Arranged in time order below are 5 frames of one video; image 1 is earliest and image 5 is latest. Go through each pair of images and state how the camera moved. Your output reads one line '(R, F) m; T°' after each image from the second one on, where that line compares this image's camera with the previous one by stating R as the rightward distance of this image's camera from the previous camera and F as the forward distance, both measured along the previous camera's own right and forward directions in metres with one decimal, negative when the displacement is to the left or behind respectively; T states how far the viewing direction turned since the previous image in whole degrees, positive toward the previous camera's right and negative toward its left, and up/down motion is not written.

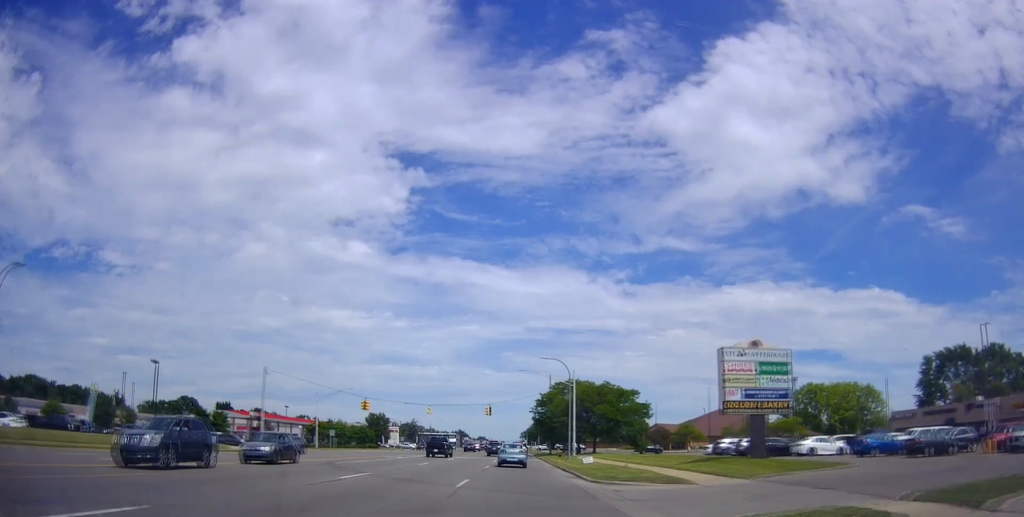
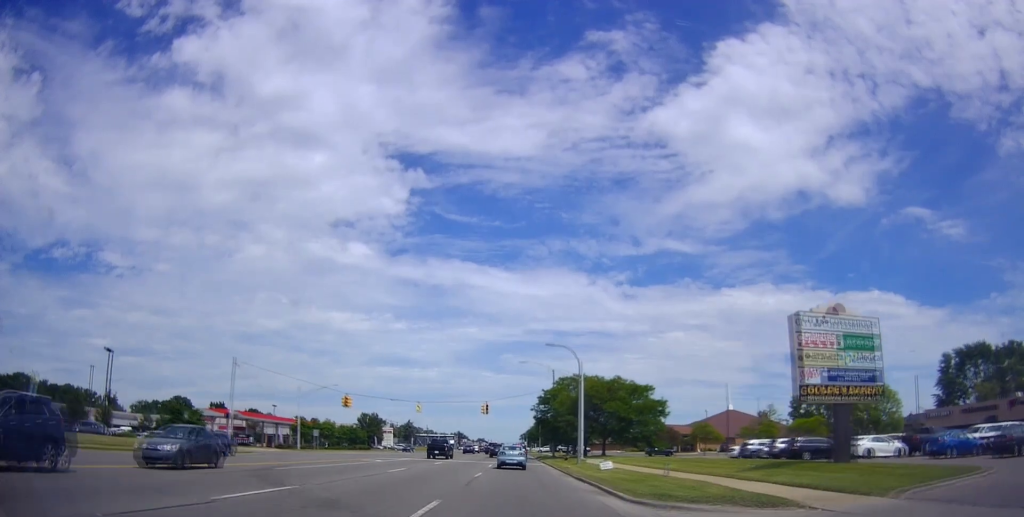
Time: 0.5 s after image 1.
(+0.3, +8.0) m; 0°
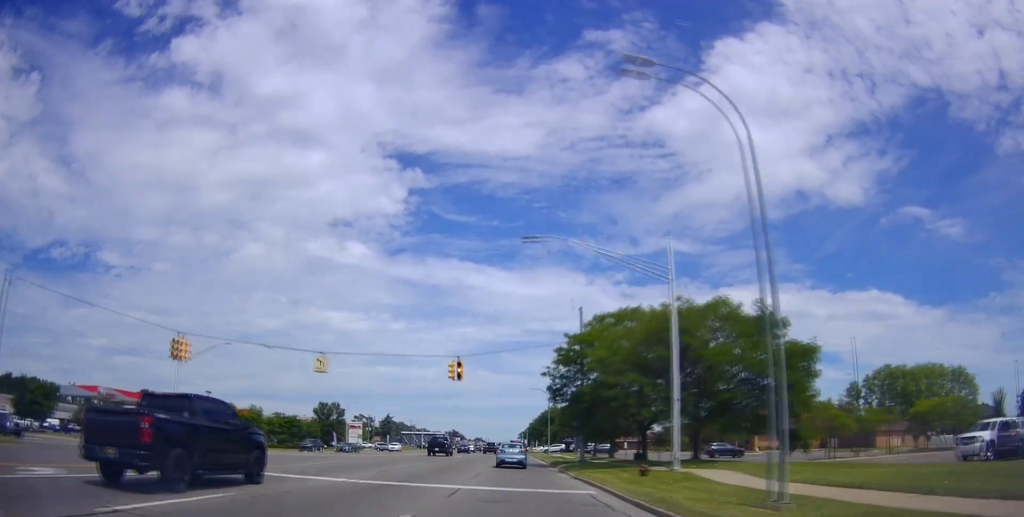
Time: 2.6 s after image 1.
(+0.1, +33.5) m; 0°
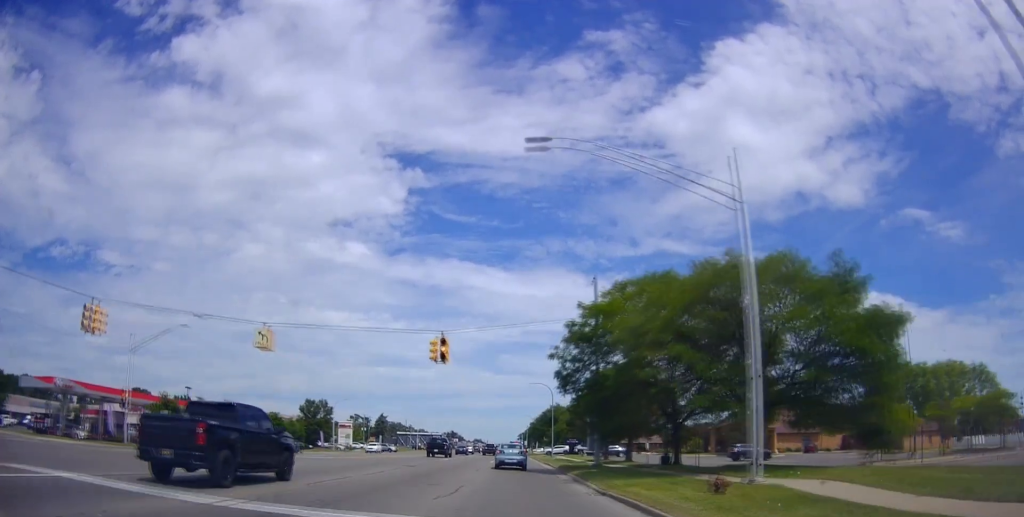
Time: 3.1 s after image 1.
(+0.1, +8.0) m; 0°
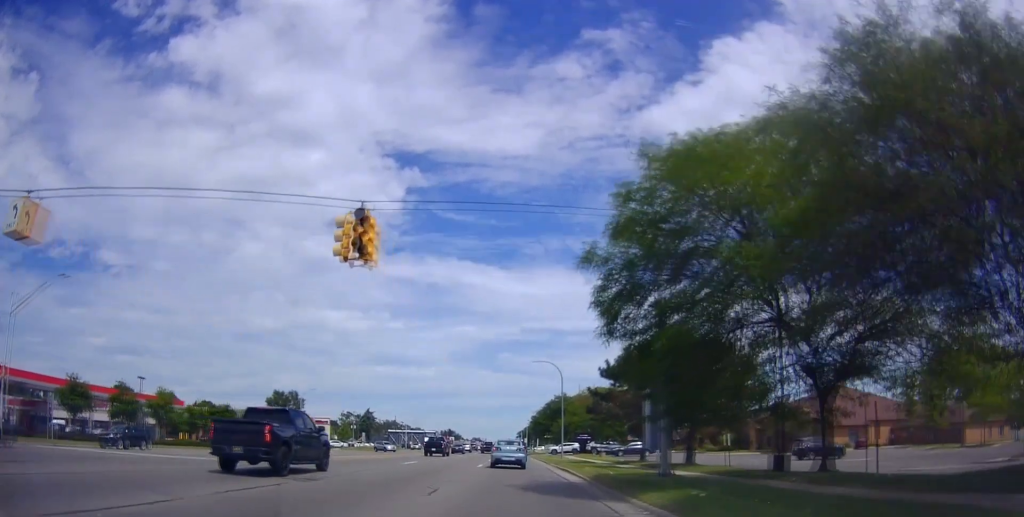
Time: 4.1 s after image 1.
(-0.3, +15.5) m; 0°
